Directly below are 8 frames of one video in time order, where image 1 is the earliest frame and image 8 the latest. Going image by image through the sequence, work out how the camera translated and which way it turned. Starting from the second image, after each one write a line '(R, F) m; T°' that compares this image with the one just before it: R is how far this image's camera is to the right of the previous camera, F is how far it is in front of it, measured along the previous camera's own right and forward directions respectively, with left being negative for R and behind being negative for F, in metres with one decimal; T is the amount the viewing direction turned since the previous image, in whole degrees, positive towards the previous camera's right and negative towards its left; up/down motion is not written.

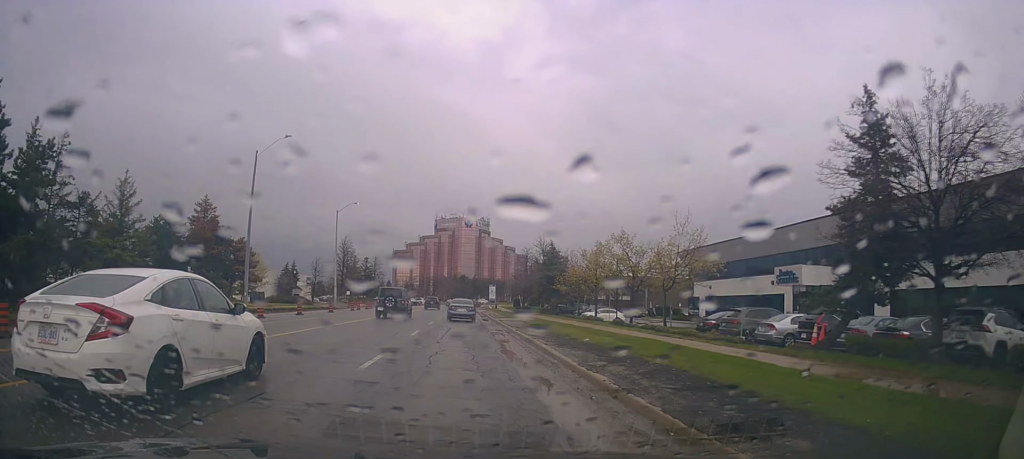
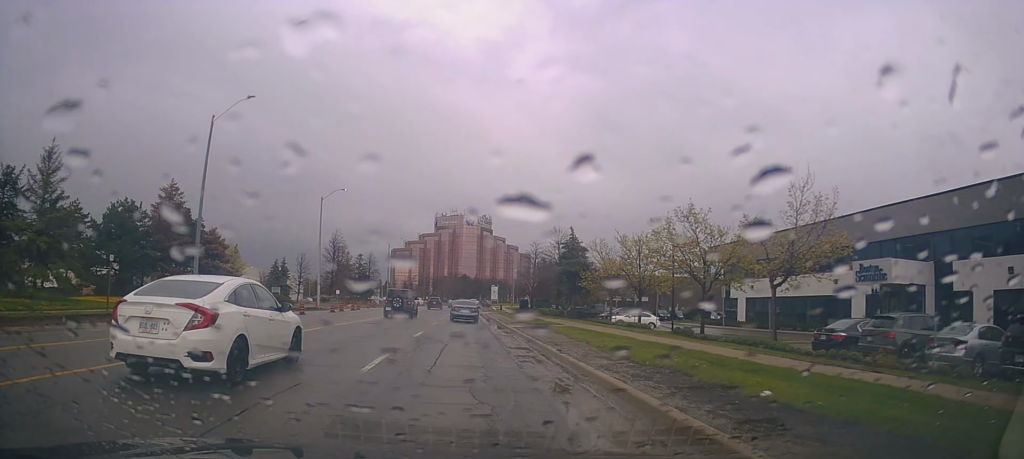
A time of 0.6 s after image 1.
(-0.1, +9.8) m; -2°
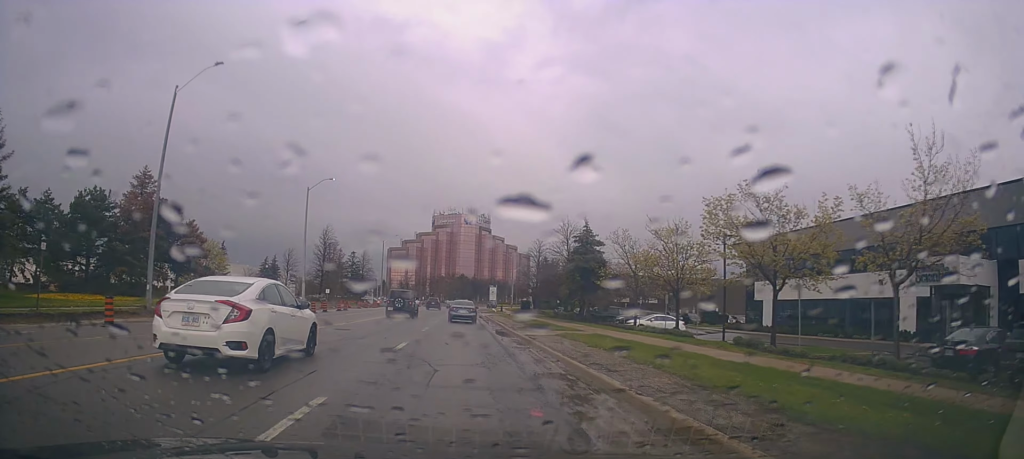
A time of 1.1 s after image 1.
(-0.1, +6.2) m; 0°
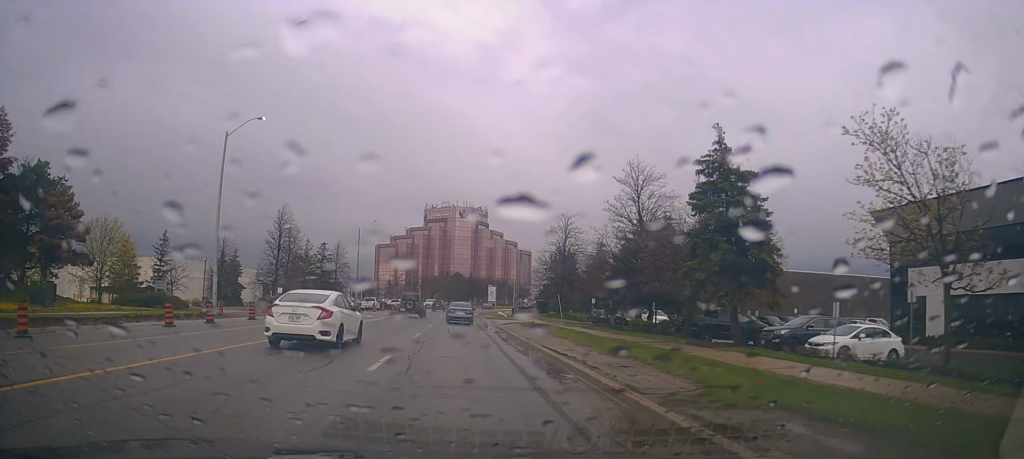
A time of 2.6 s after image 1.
(+0.1, +22.9) m; +1°
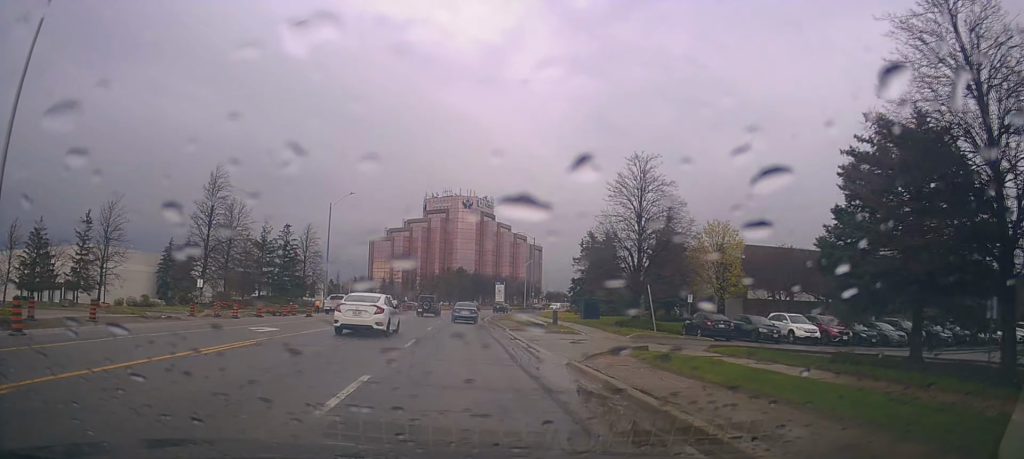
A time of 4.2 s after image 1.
(0.0, +23.8) m; +1°
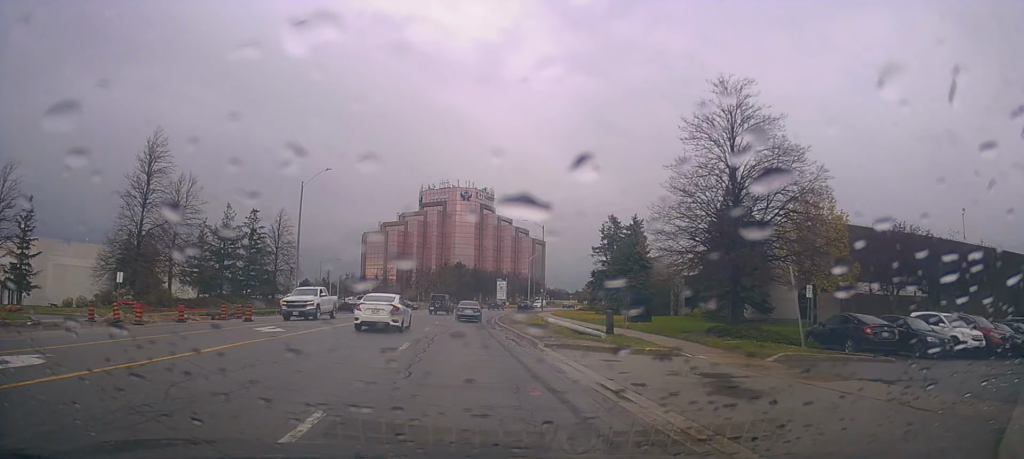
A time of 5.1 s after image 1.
(+0.1, +12.8) m; +1°
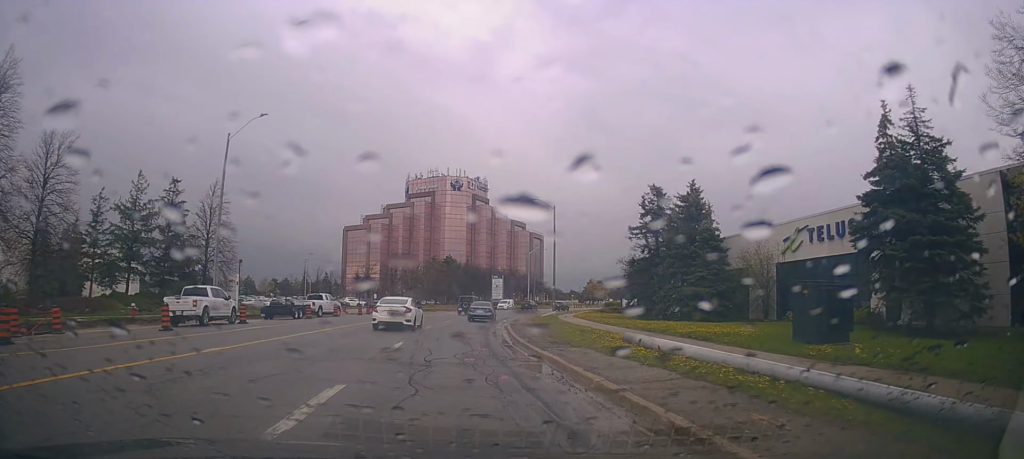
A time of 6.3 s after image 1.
(0.0, +18.2) m; 0°
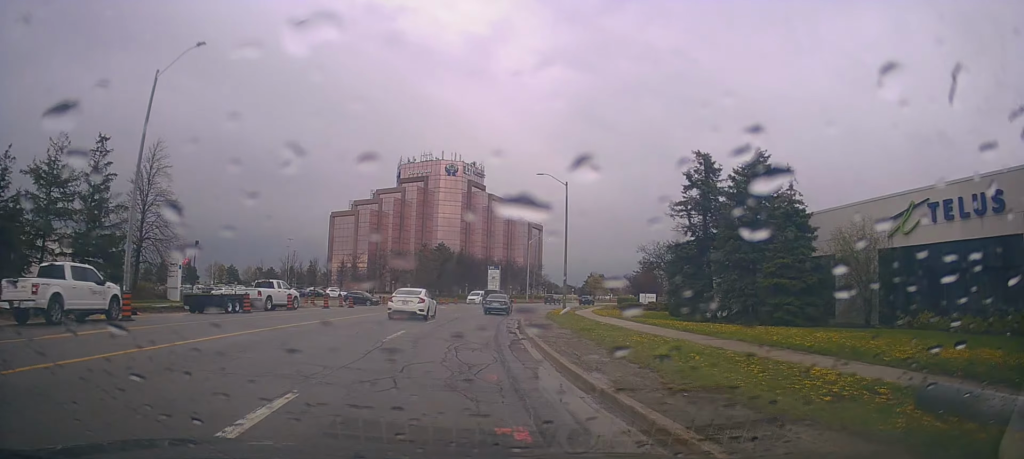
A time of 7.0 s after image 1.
(0.0, +11.1) m; 0°
